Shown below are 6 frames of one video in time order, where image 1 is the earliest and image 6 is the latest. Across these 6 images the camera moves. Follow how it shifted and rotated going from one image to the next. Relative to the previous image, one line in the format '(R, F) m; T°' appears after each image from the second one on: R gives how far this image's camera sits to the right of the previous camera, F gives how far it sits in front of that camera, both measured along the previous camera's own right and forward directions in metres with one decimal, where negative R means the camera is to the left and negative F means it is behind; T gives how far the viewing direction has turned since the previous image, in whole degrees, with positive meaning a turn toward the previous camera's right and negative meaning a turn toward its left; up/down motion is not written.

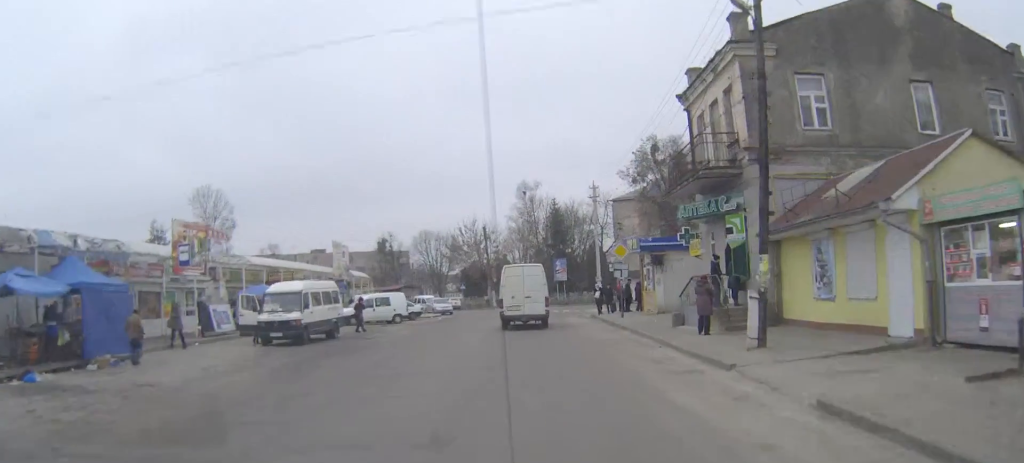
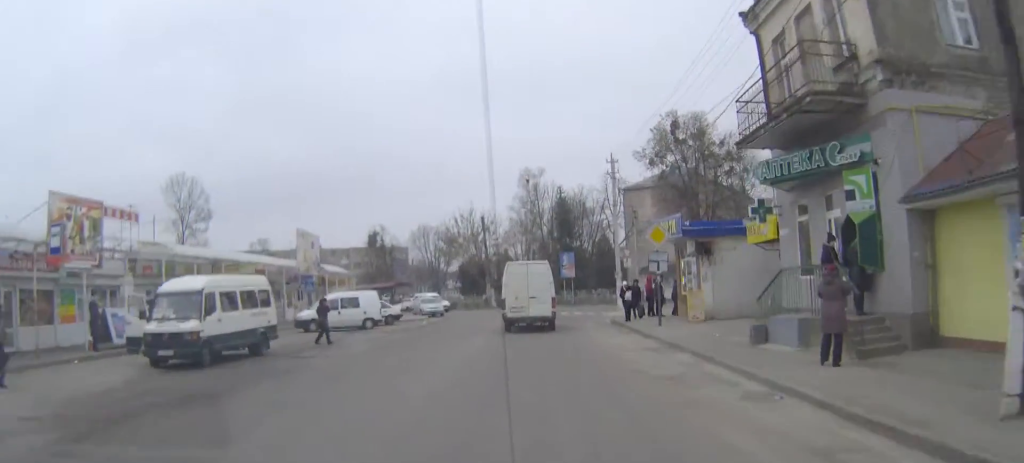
(-0.1, +9.3) m; -1°
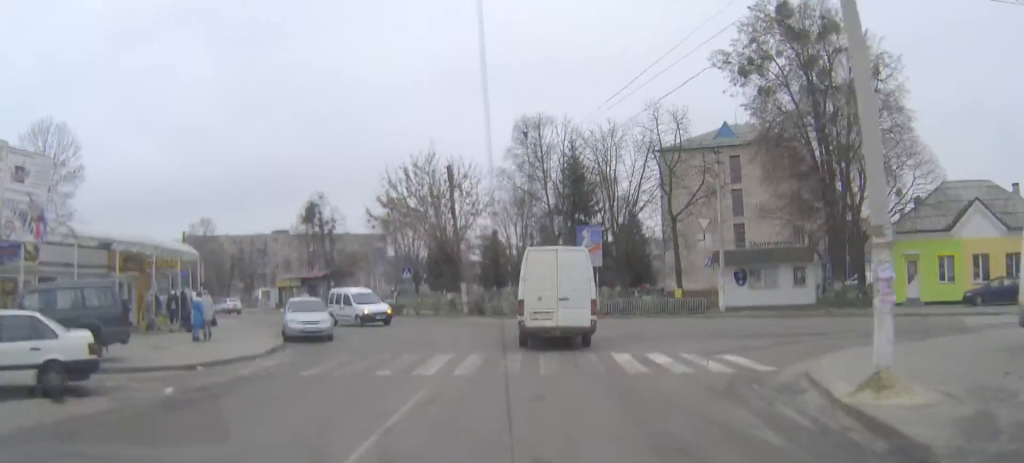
(+0.1, +30.9) m; +1°
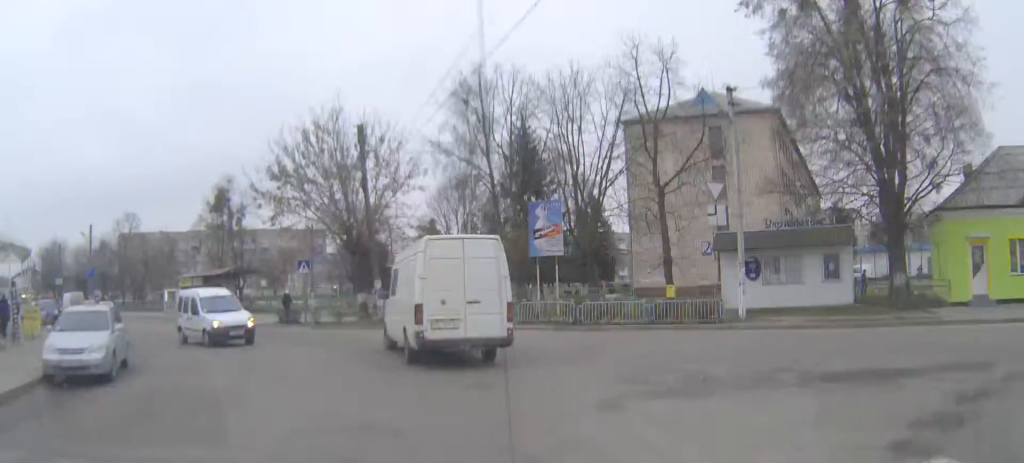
(+0.1, +11.3) m; +1°
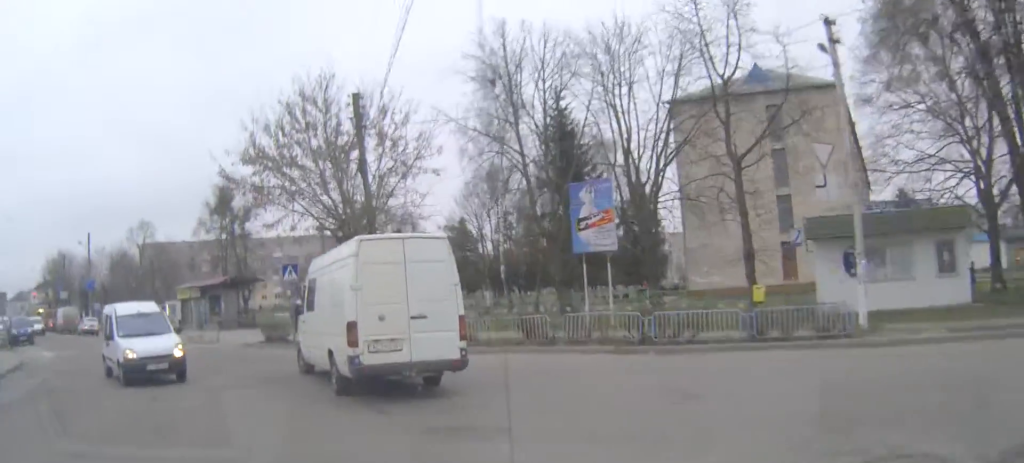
(+0.1, +7.0) m; -2°
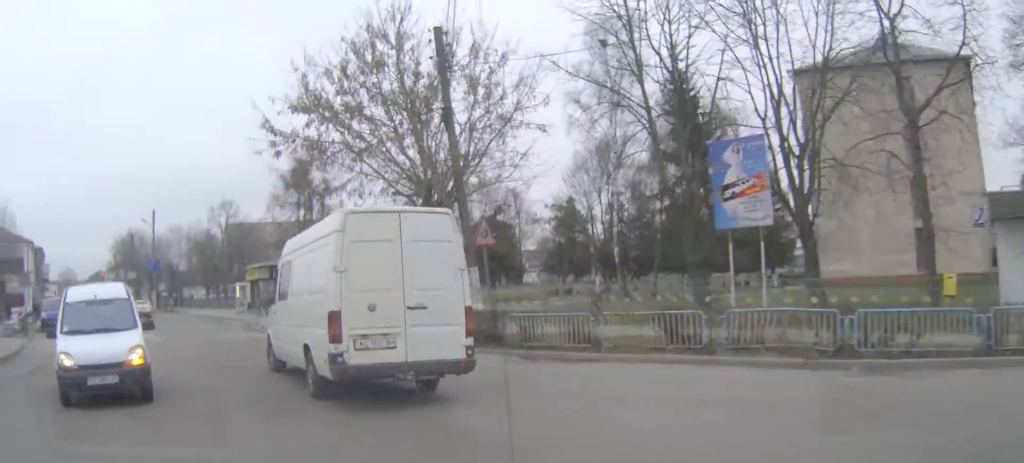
(-0.3, +6.0) m; -6°
